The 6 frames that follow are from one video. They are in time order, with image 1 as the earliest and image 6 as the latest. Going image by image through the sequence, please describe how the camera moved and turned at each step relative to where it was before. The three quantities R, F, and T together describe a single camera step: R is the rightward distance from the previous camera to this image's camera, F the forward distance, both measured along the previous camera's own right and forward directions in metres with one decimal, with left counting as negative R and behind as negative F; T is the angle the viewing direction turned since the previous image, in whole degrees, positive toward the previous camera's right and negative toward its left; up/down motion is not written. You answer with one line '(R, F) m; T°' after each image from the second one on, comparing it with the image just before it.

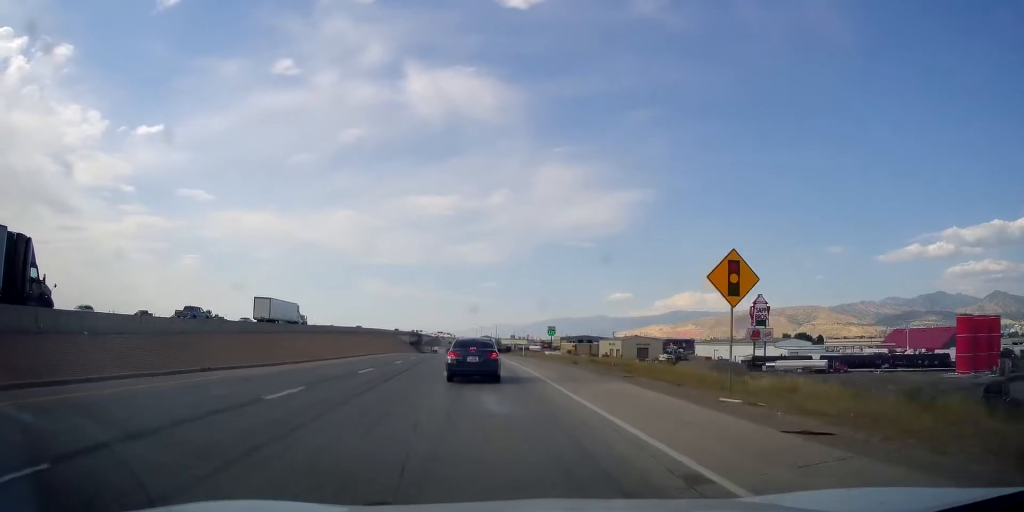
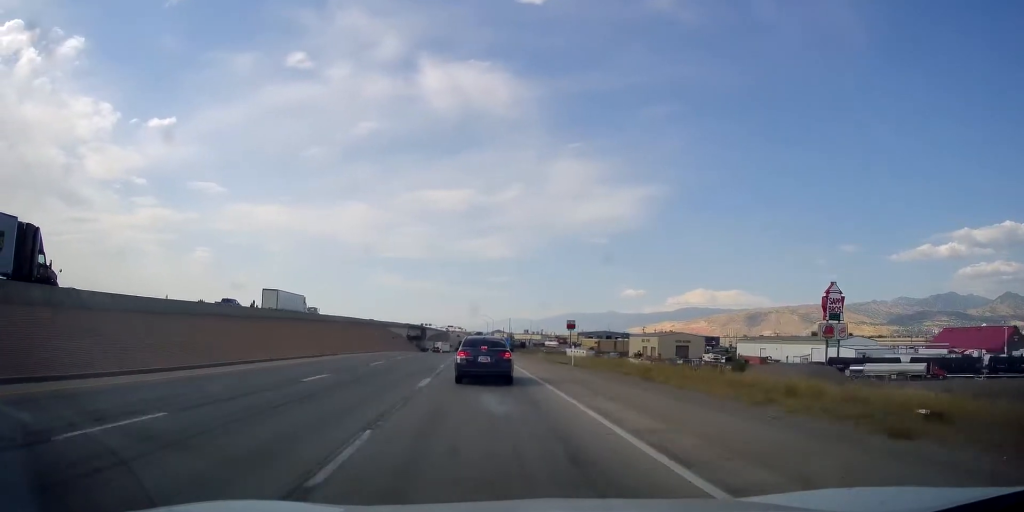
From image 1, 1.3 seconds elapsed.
(-0.3, +33.1) m; -2°
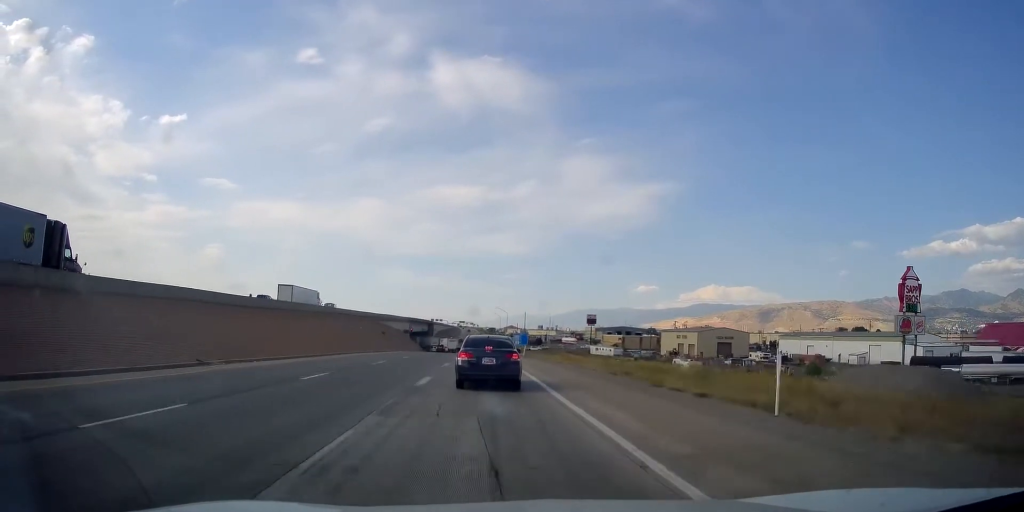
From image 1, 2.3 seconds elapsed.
(-0.3, +24.8) m; -2°
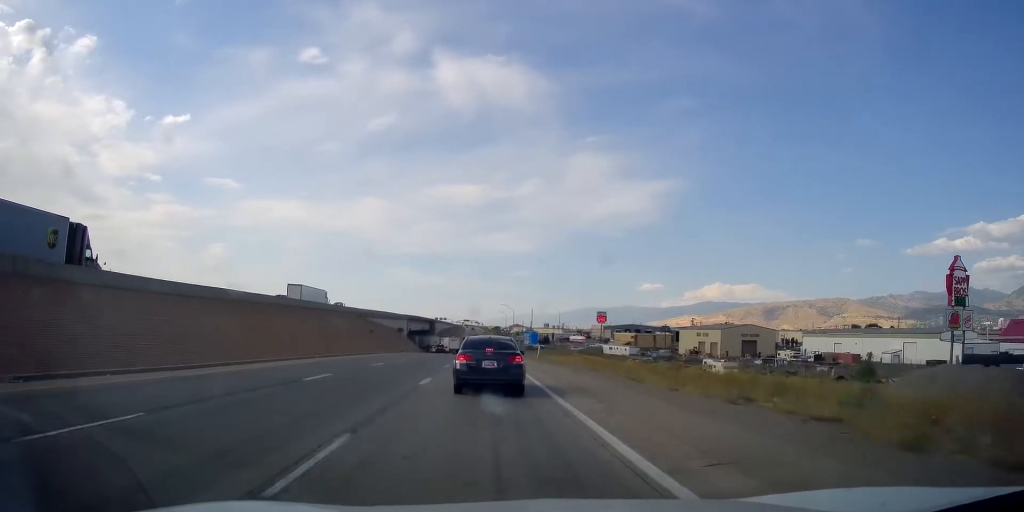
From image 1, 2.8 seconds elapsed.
(-0.5, +13.7) m; -1°
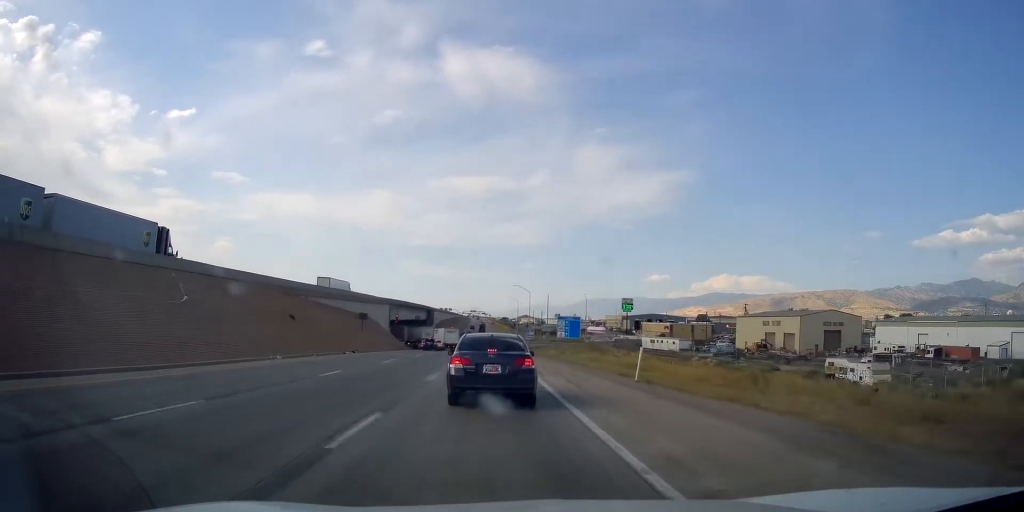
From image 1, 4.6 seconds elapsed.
(+0.3, +39.9) m; +1°
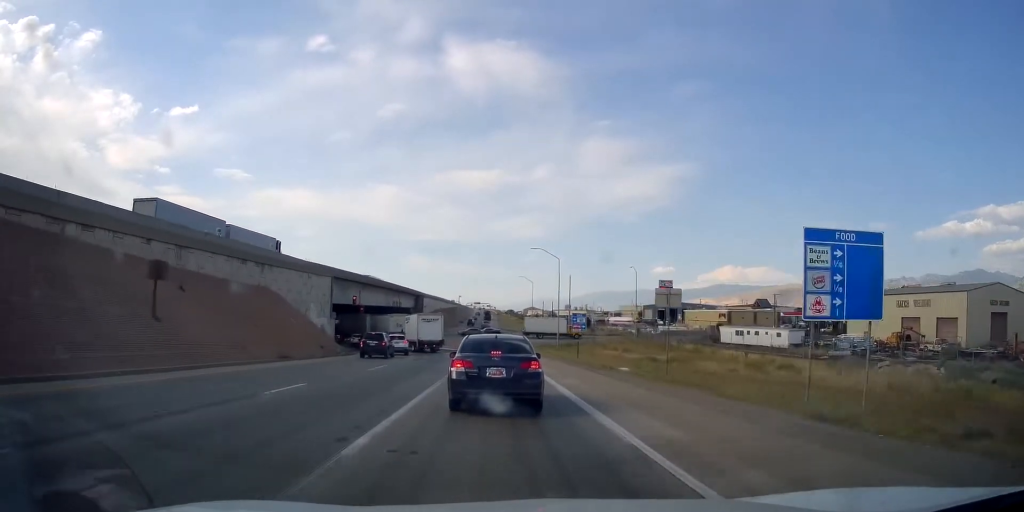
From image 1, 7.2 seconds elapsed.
(-1.5, +49.0) m; -1°
